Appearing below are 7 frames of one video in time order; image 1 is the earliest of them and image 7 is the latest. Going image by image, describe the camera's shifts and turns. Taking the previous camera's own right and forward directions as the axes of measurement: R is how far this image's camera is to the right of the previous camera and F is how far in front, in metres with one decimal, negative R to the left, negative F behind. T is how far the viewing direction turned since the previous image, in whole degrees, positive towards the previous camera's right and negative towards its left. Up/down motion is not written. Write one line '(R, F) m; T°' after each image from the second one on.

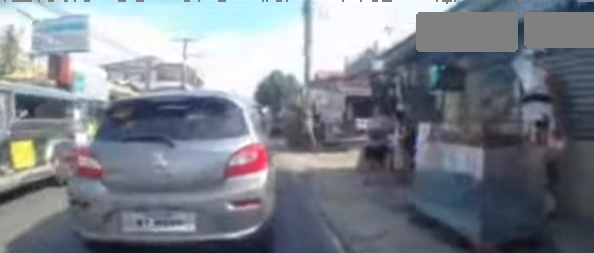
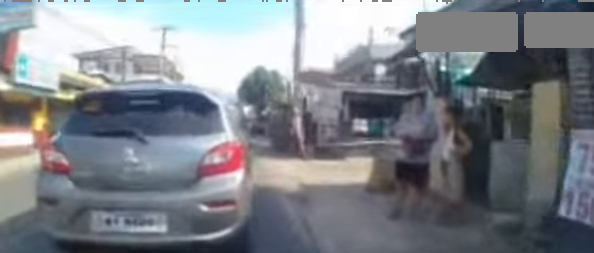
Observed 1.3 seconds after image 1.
(+0.2, +2.1) m; +7°
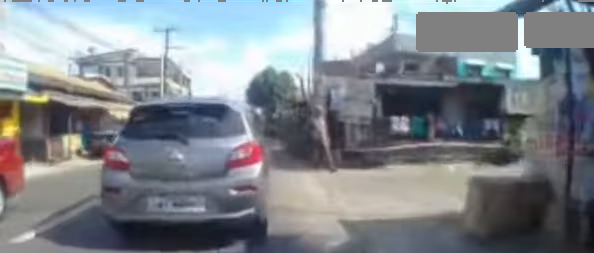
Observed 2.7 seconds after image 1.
(0.0, +2.8) m; 0°
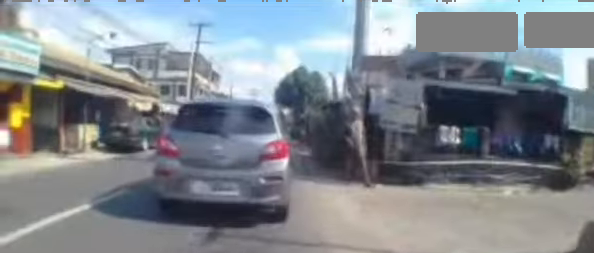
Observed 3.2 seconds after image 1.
(0.0, +1.0) m; 0°
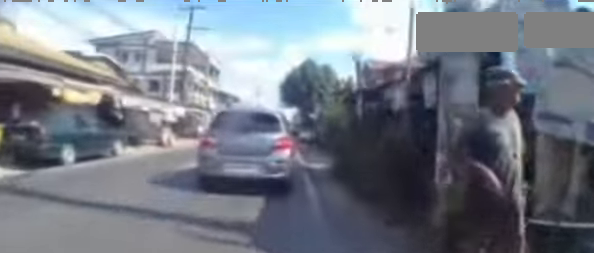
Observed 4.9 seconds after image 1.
(-0.1, +4.7) m; -4°
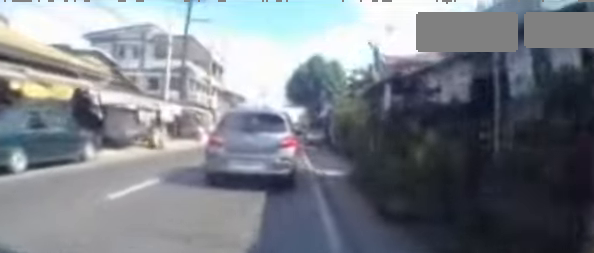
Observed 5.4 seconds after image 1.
(0.0, +1.8) m; -2°
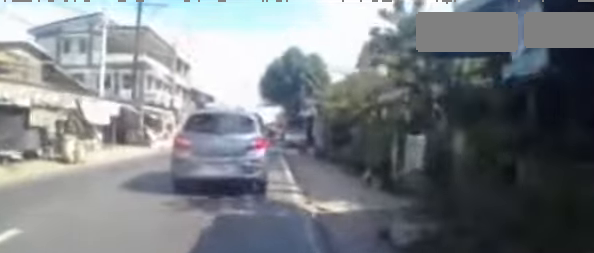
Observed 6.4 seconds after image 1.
(-0.1, +3.9) m; -2°
